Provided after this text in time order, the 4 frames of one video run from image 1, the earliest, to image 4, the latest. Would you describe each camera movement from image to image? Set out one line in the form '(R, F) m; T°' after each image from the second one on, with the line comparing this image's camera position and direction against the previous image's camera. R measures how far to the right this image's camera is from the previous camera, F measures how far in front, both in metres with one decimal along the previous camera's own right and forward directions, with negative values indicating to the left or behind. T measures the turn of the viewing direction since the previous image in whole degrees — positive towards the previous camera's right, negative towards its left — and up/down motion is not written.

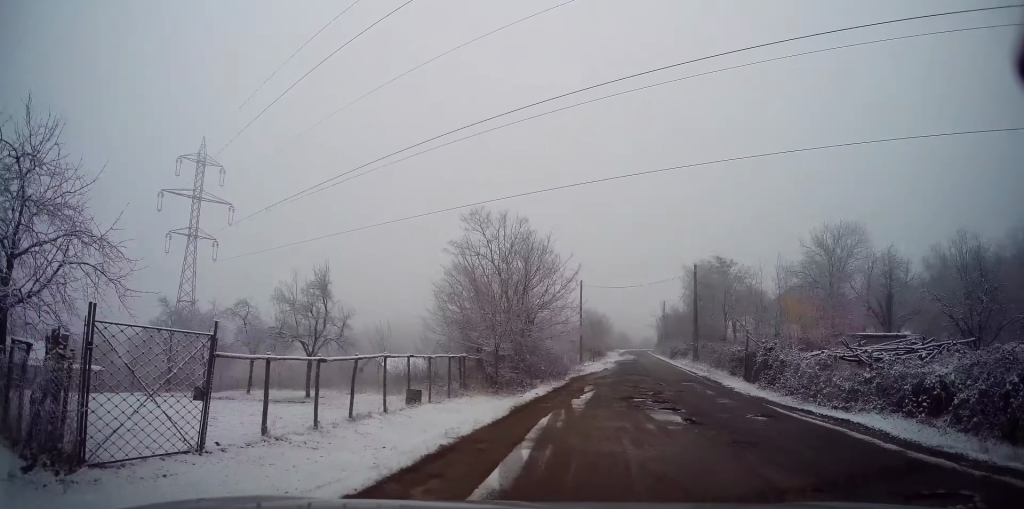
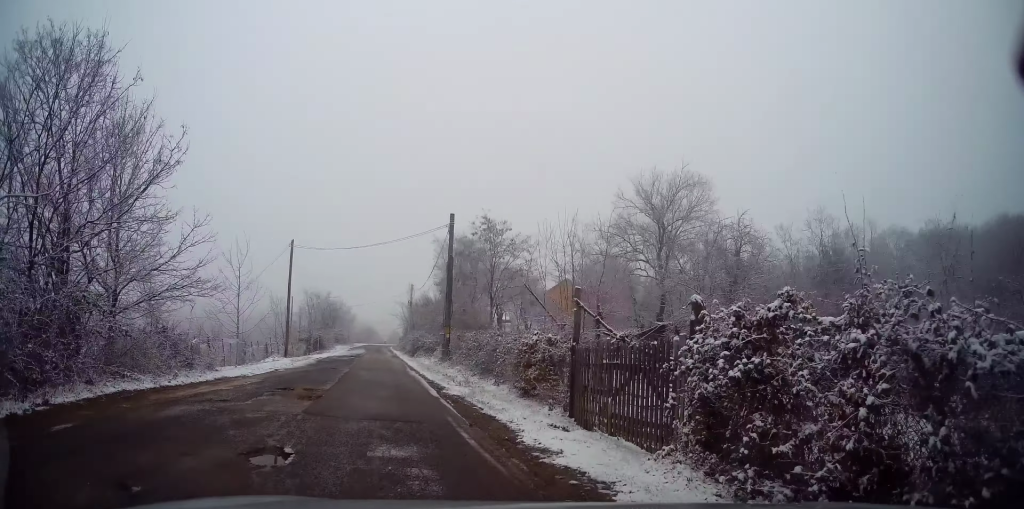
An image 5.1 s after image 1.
(+4.4, +17.6) m; +22°
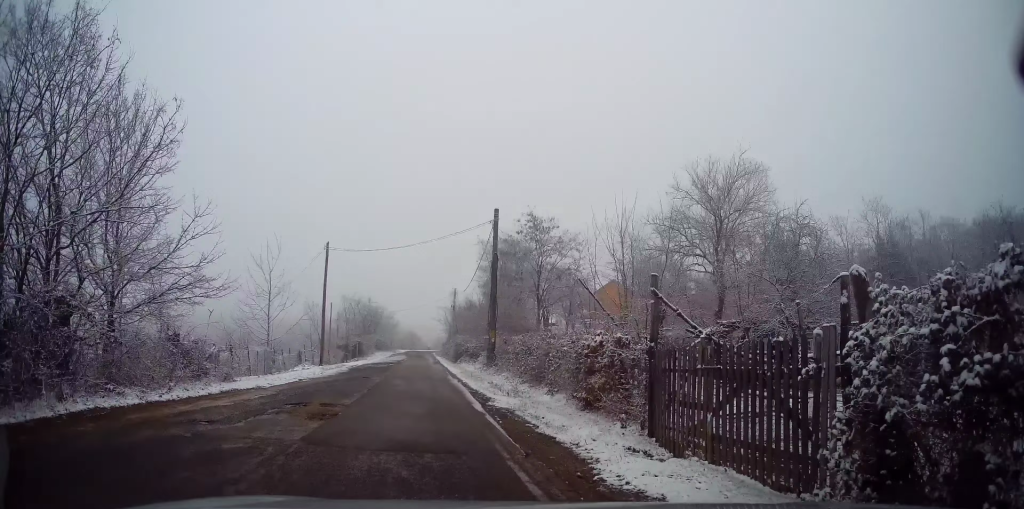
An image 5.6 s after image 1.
(0.0, +2.4) m; -4°
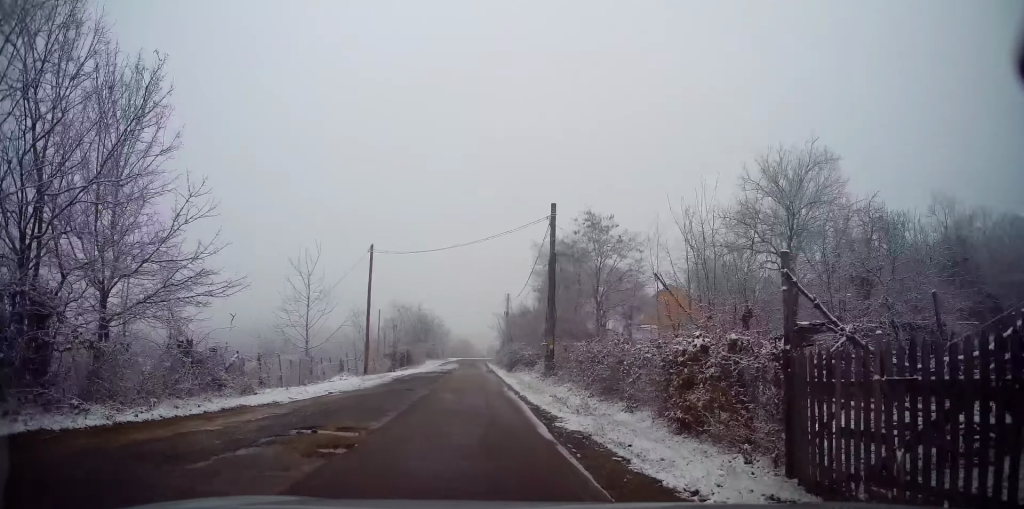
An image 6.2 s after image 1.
(0.0, +2.5) m; -4°
